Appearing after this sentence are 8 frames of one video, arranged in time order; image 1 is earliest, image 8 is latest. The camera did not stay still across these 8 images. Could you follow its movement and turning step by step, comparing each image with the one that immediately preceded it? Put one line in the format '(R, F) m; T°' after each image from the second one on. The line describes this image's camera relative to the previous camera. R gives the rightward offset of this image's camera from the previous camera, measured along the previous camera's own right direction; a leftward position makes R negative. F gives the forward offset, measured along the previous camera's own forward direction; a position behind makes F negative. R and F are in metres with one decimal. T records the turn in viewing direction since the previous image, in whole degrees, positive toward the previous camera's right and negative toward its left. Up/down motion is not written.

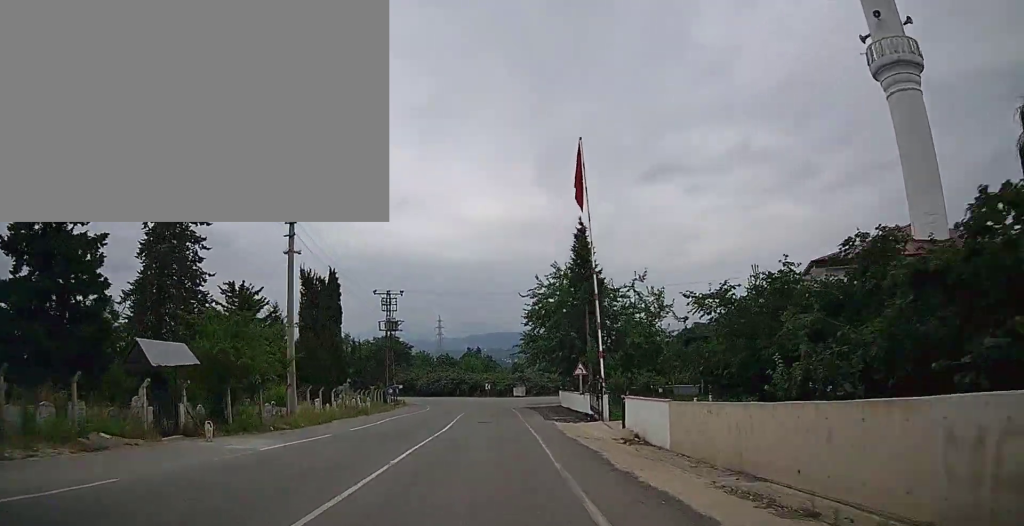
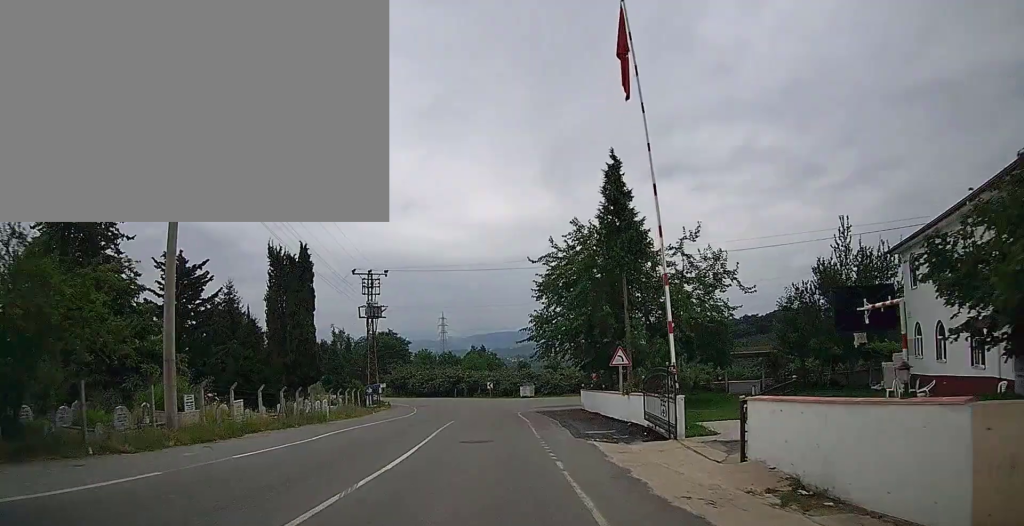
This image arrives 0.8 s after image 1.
(0.0, +11.3) m; 0°
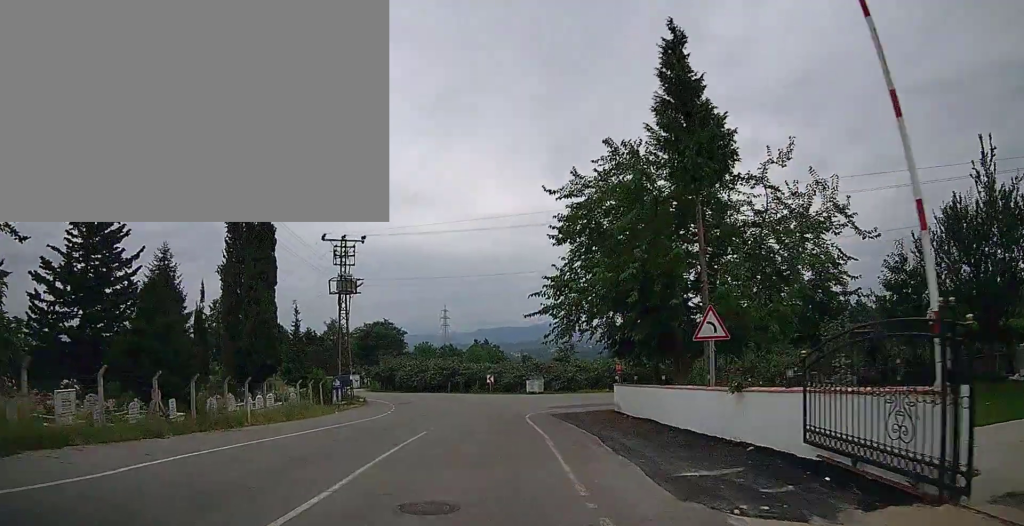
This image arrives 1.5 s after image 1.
(0.0, +10.4) m; -1°
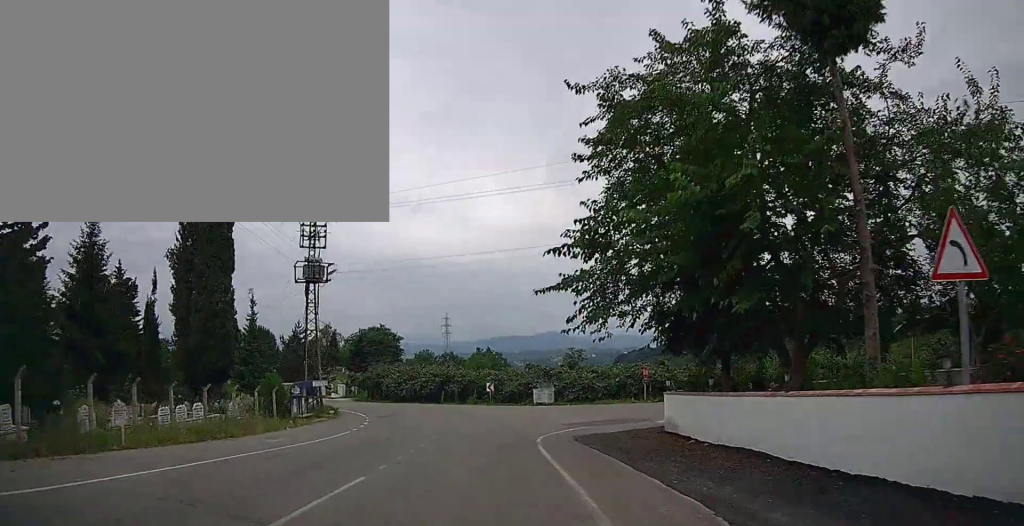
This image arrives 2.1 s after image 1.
(0.0, +8.0) m; -1°
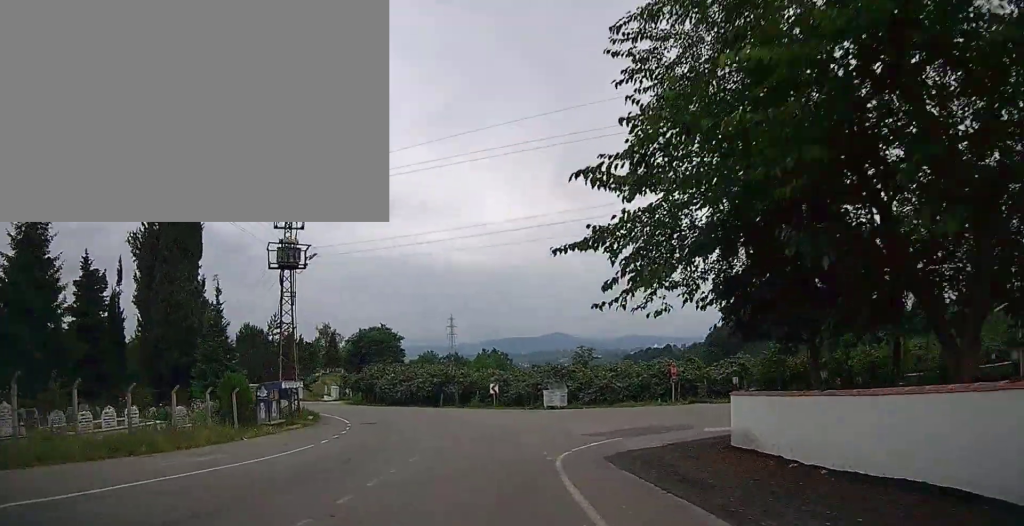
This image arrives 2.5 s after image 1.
(0.0, +4.8) m; -1°
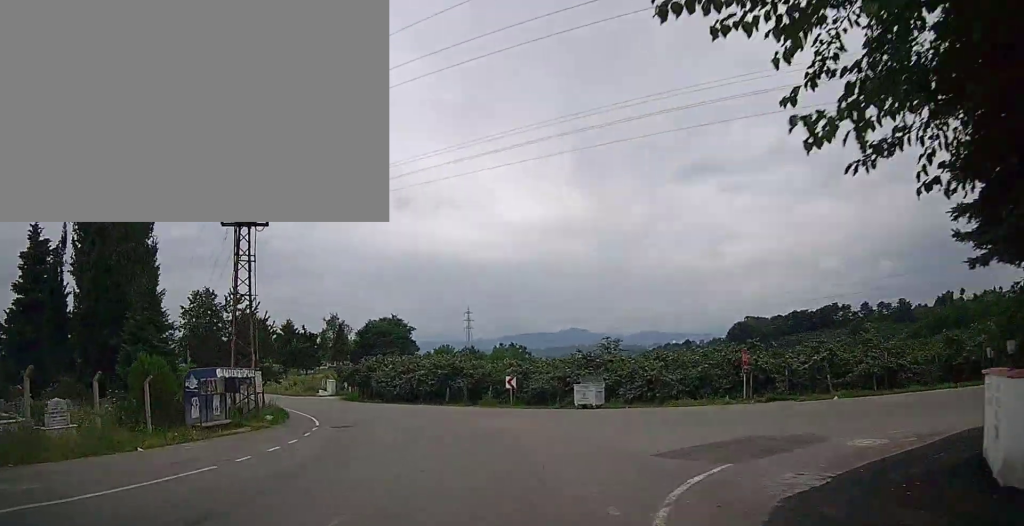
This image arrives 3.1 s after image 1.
(0.0, +6.7) m; -2°
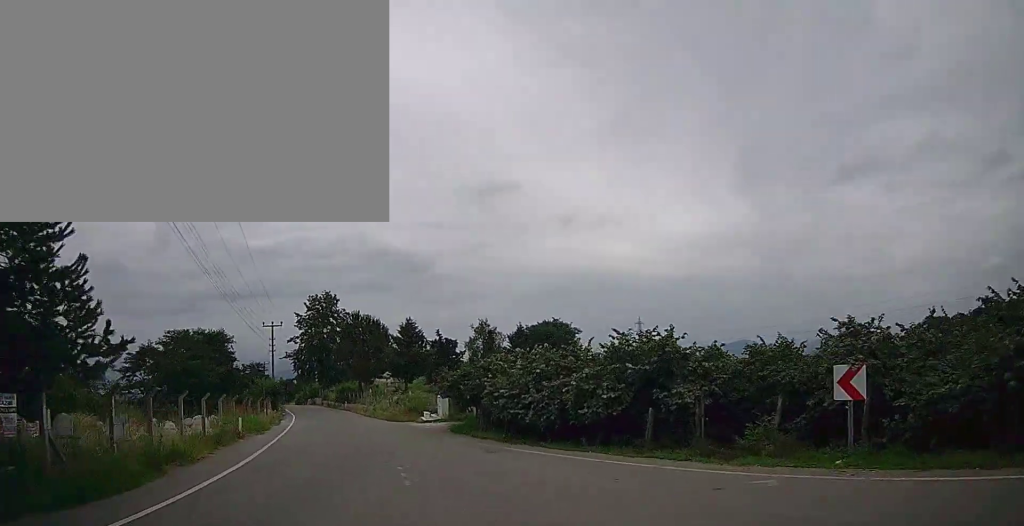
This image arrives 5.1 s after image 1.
(-1.8, +20.2) m; -13°
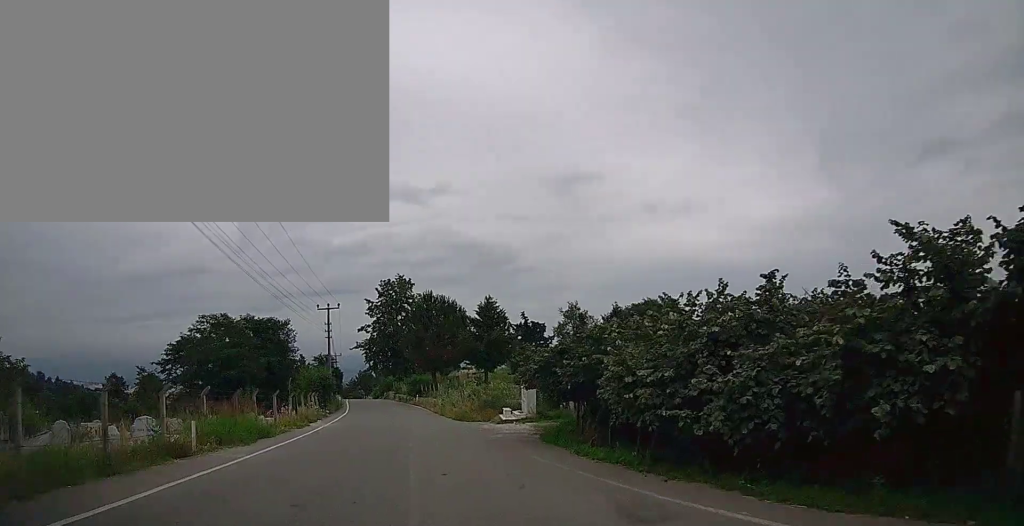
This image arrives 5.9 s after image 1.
(-0.7, +8.9) m; -10°
